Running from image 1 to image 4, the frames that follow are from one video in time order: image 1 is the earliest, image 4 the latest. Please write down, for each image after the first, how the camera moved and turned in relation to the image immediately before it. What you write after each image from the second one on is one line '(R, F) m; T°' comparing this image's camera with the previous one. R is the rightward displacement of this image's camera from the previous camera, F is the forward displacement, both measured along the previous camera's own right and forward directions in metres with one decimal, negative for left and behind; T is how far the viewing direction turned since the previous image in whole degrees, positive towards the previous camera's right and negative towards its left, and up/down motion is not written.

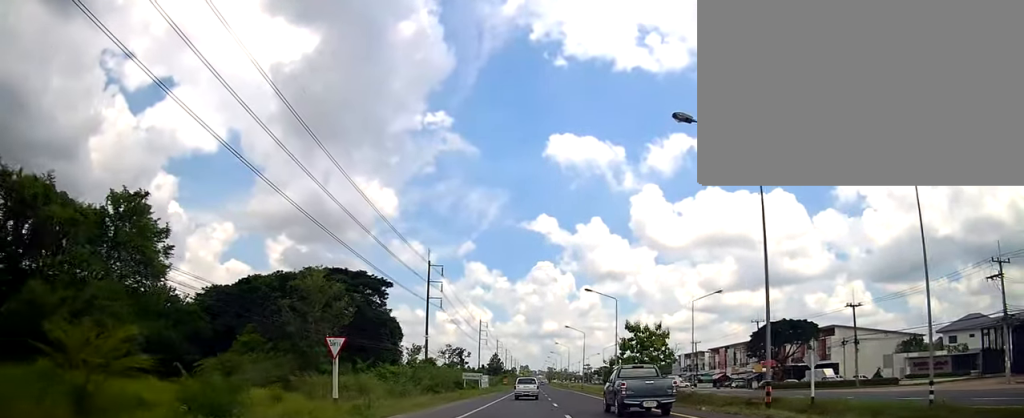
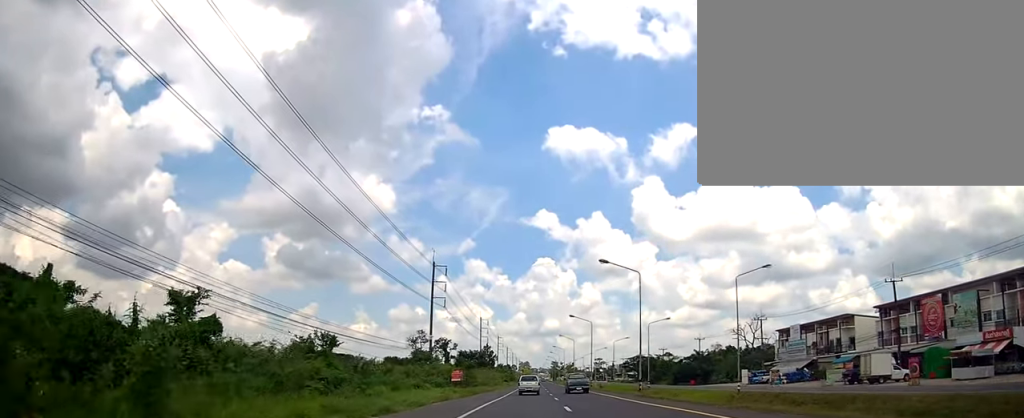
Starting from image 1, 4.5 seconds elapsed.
(+0.6, +80.3) m; 0°
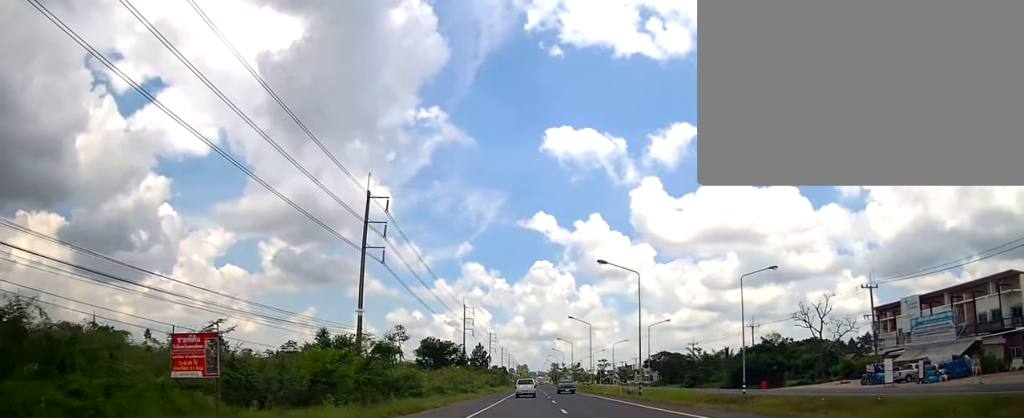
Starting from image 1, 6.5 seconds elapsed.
(-0.1, +34.9) m; 0°
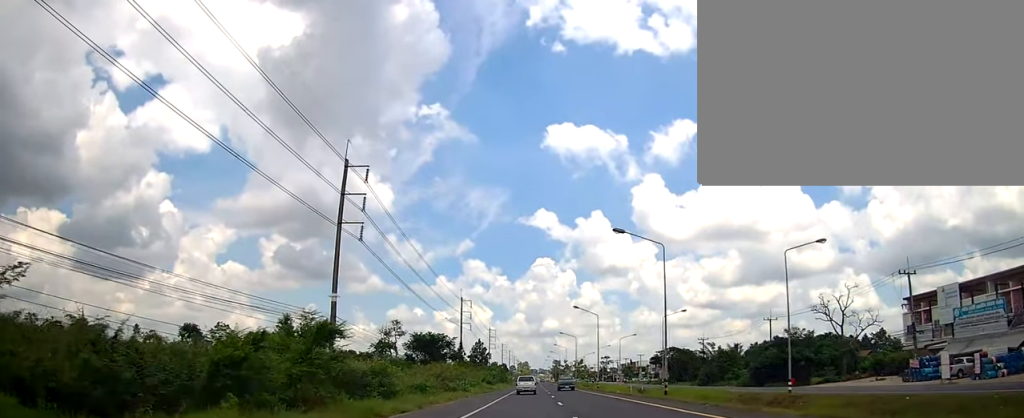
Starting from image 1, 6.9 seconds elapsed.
(0.0, +7.5) m; 0°
